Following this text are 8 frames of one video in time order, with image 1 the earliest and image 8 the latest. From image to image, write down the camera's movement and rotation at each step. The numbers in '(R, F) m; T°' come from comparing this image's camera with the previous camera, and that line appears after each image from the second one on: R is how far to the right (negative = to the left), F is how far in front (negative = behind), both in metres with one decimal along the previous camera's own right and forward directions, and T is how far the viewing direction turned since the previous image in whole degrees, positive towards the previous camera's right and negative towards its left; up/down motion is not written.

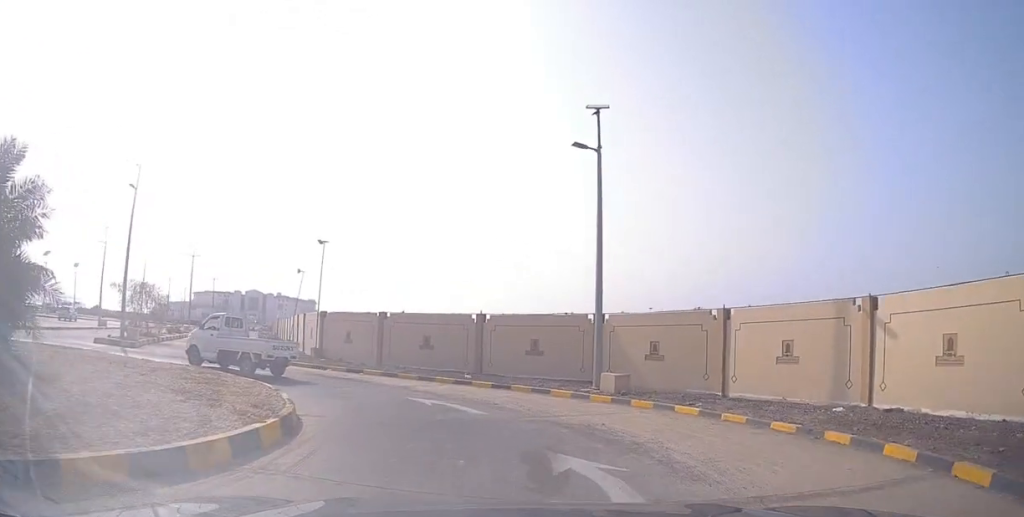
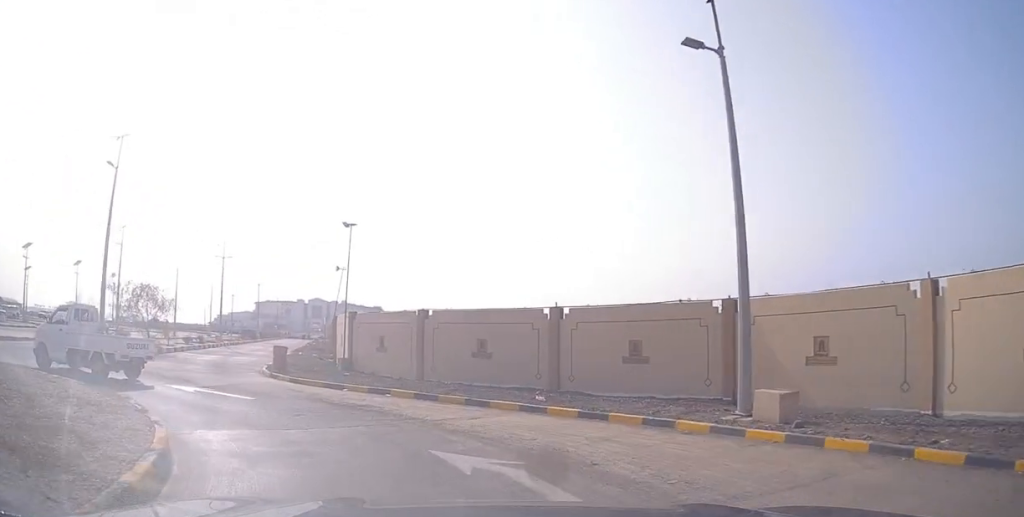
(+0.4, +6.1) m; -7°
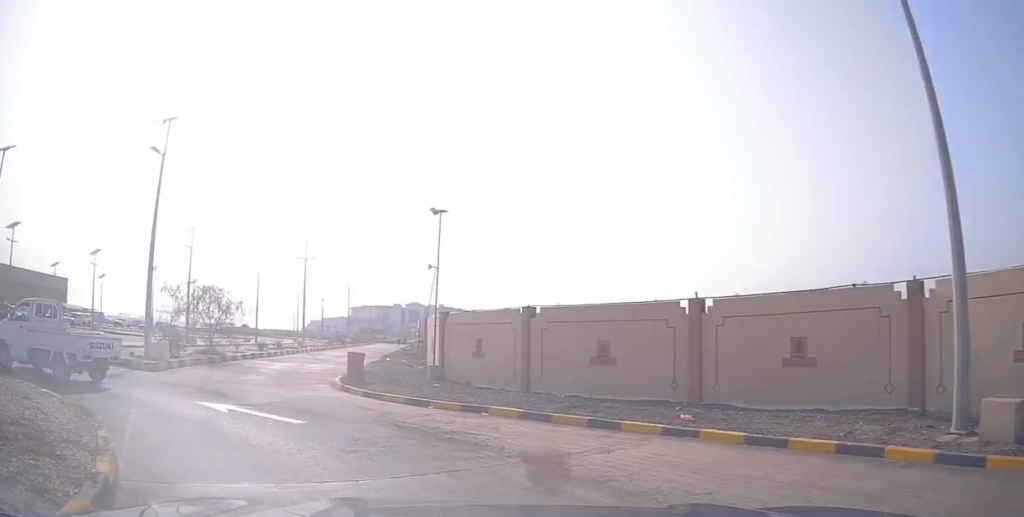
(-0.4, +3.0) m; -11°
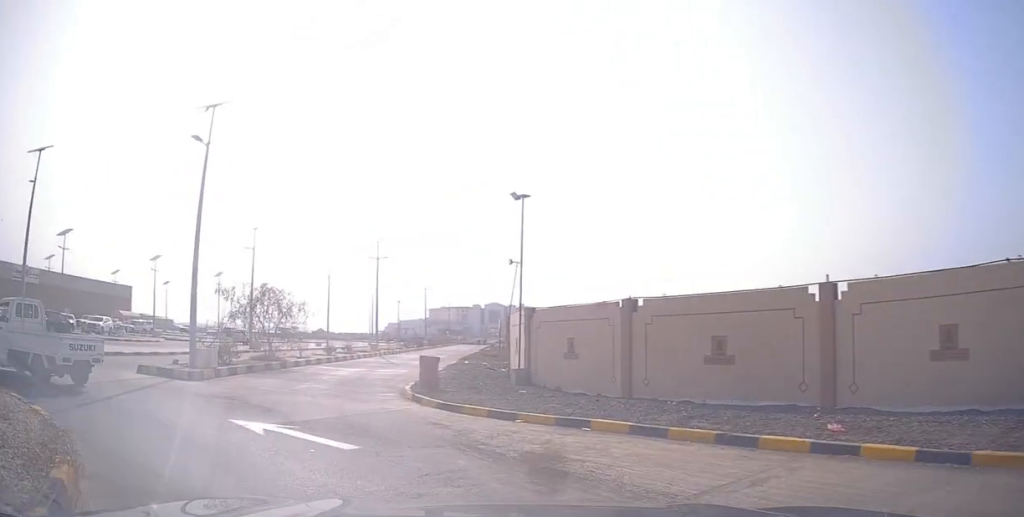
(-0.3, +2.1) m; -8°
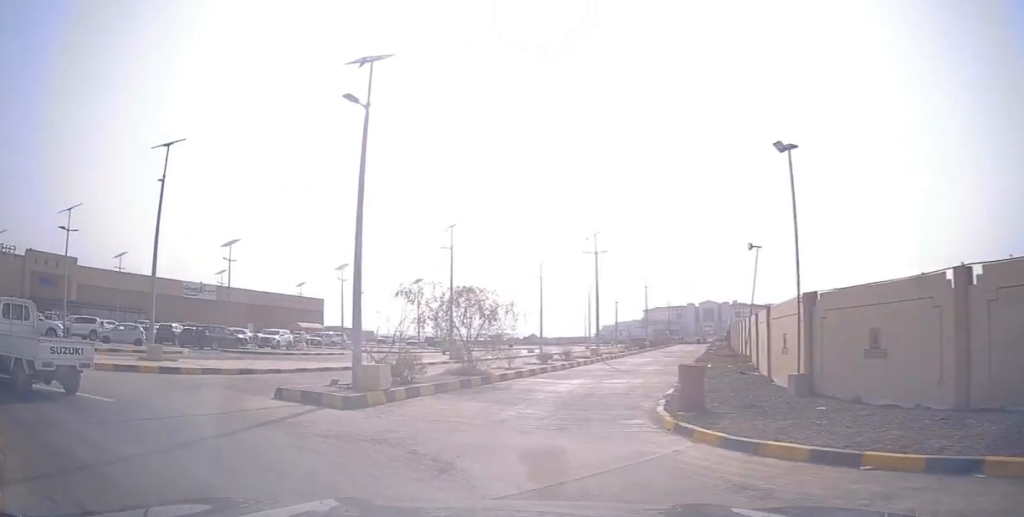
(-0.4, +5.1) m; -23°
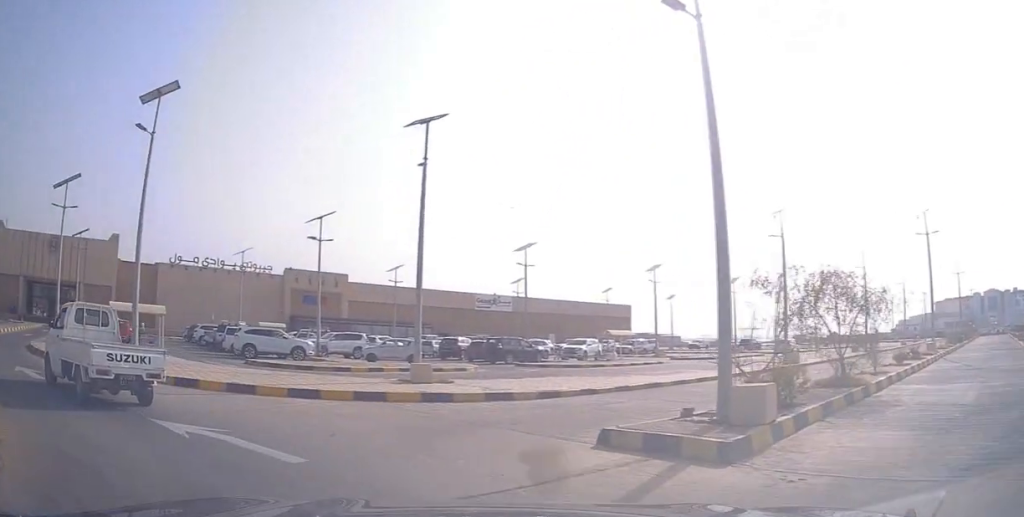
(-2.0, +4.8) m; -43°
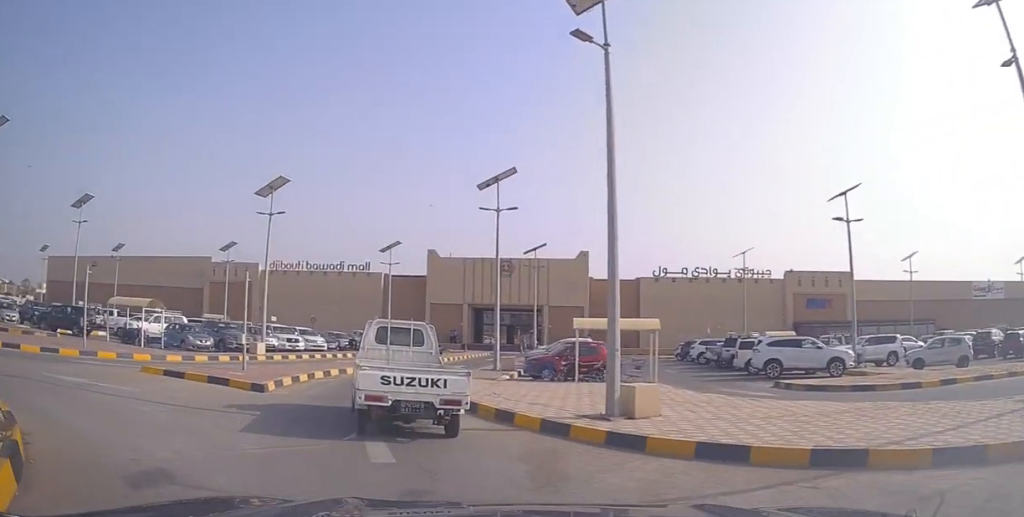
(-3.0, +7.3) m; -29°
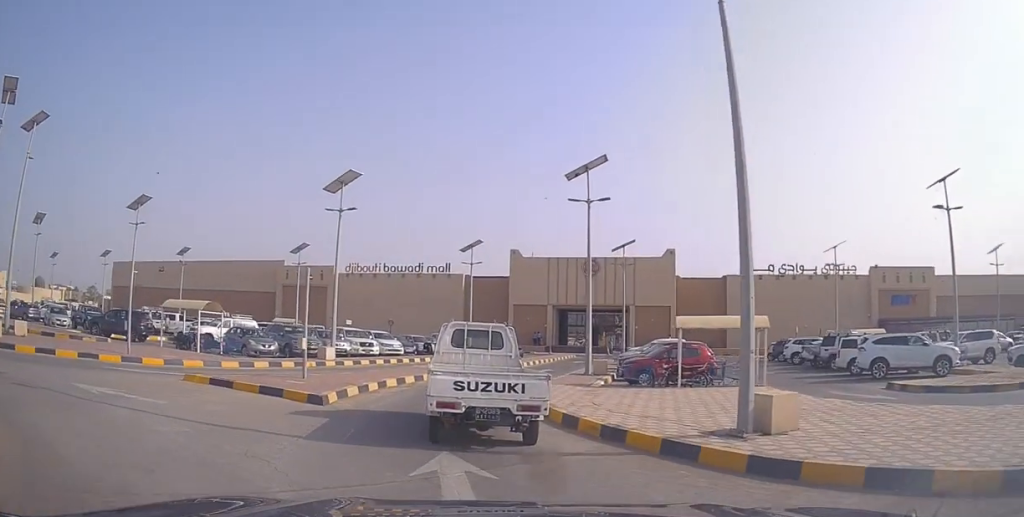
(0.0, +2.2) m; -2°
